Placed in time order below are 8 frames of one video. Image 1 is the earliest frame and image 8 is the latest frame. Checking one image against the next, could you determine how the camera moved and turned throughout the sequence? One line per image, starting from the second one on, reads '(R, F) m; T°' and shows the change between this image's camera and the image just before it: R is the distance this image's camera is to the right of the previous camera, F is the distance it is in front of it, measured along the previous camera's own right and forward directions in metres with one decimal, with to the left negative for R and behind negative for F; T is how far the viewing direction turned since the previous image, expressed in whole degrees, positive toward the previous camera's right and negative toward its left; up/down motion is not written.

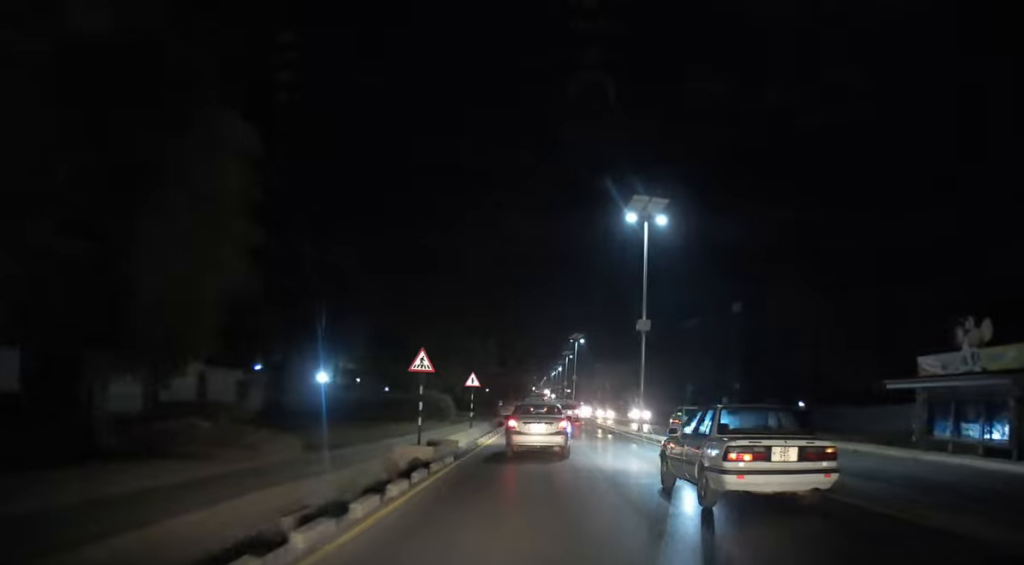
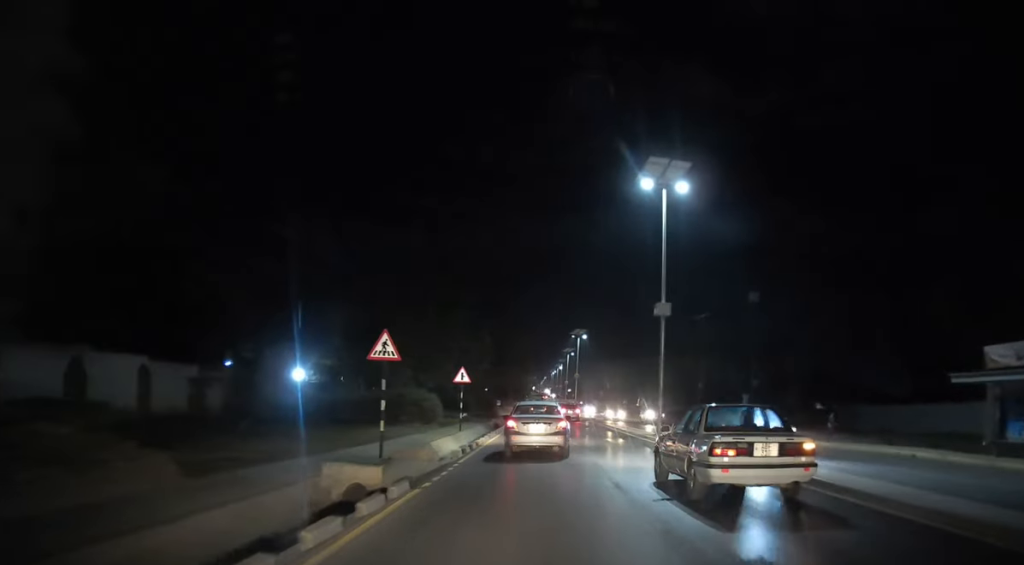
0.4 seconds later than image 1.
(-0.1, +5.8) m; 0°
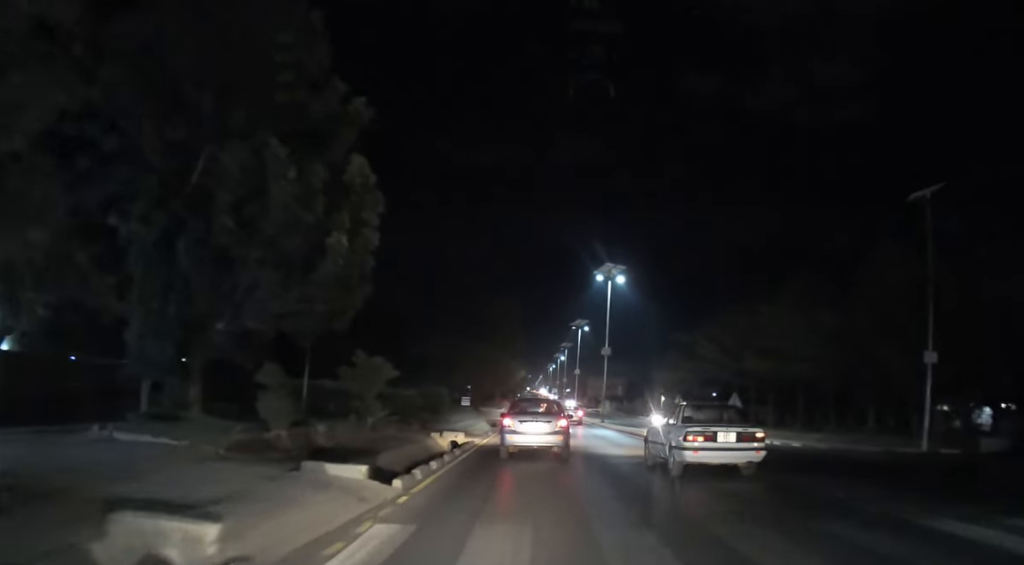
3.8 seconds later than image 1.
(+0.5, +47.8) m; 0°
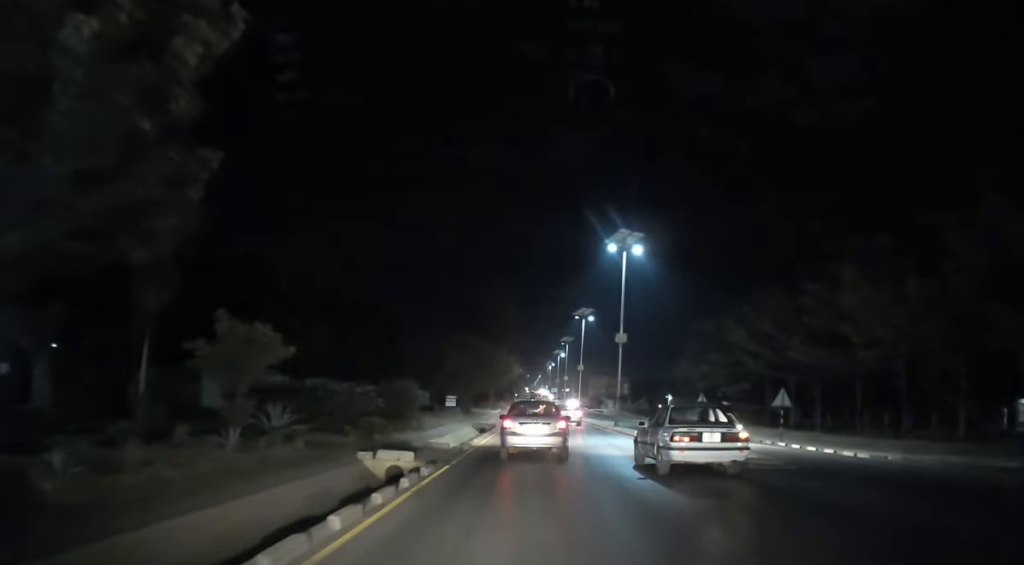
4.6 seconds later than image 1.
(-0.1, +10.8) m; 0°
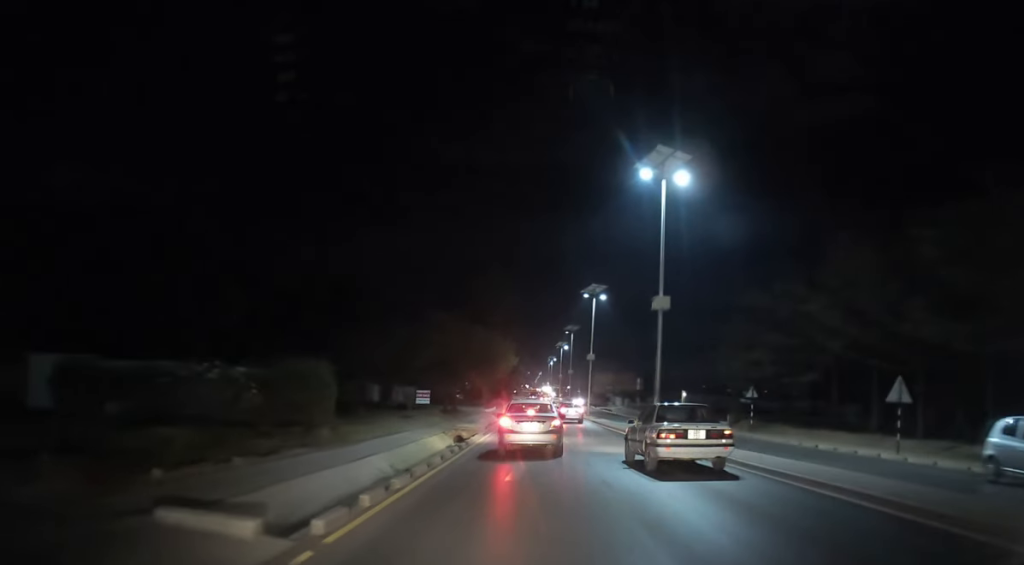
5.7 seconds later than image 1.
(+0.3, +14.3) m; 0°
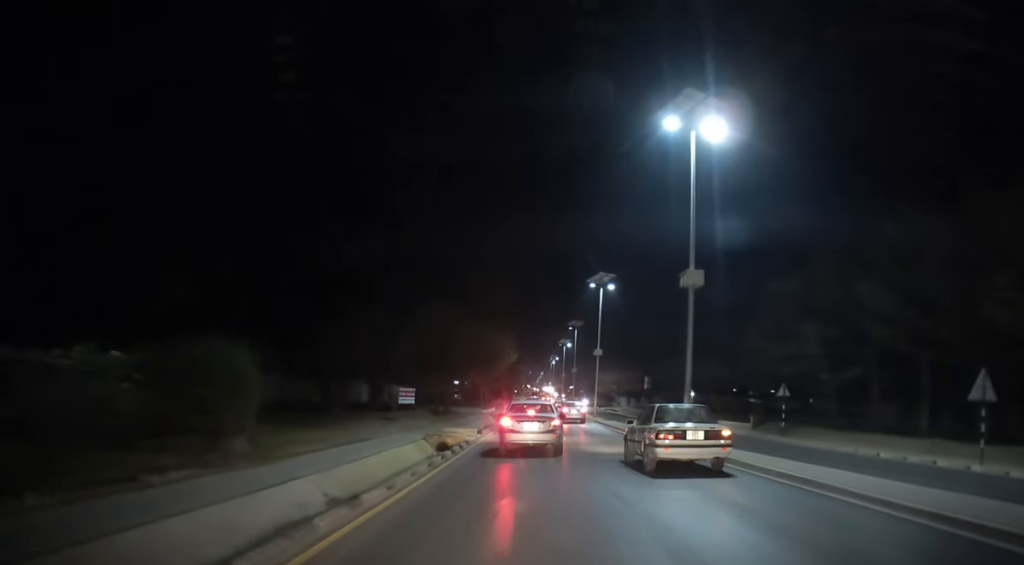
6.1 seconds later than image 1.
(-0.1, +6.0) m; 0°
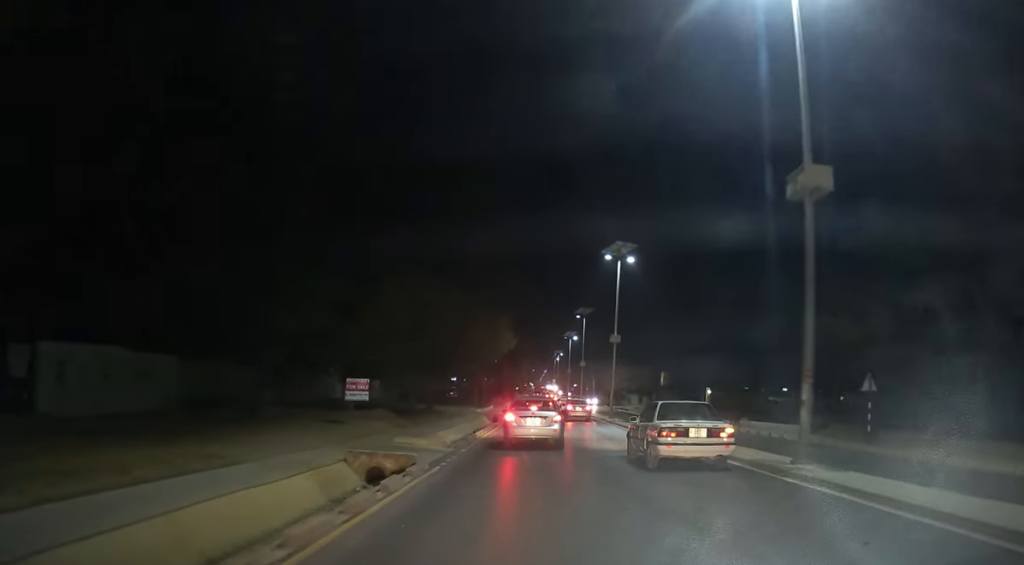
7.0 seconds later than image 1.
(-0.1, +11.0) m; 0°
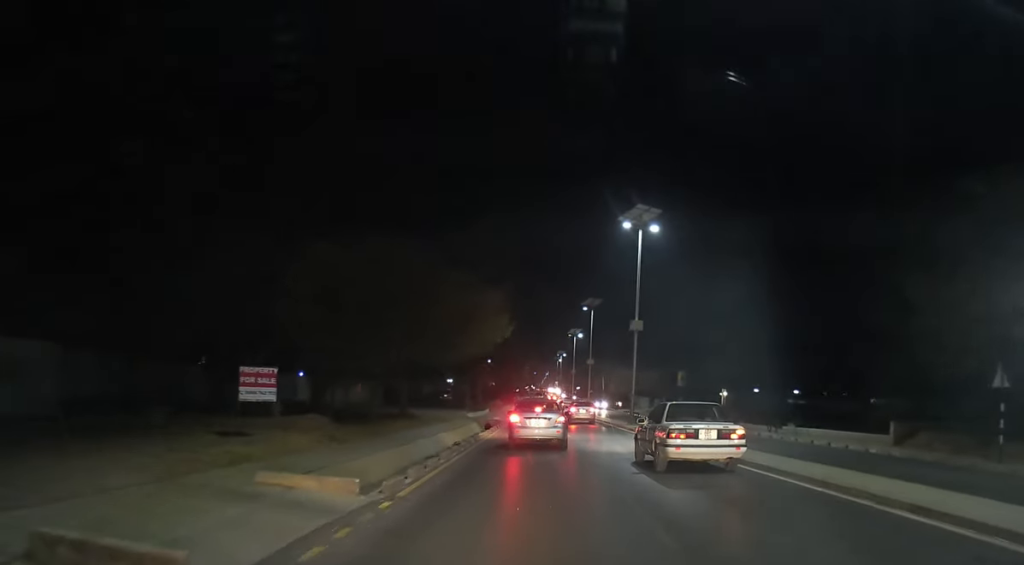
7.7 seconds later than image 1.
(0.0, +9.9) m; 0°
